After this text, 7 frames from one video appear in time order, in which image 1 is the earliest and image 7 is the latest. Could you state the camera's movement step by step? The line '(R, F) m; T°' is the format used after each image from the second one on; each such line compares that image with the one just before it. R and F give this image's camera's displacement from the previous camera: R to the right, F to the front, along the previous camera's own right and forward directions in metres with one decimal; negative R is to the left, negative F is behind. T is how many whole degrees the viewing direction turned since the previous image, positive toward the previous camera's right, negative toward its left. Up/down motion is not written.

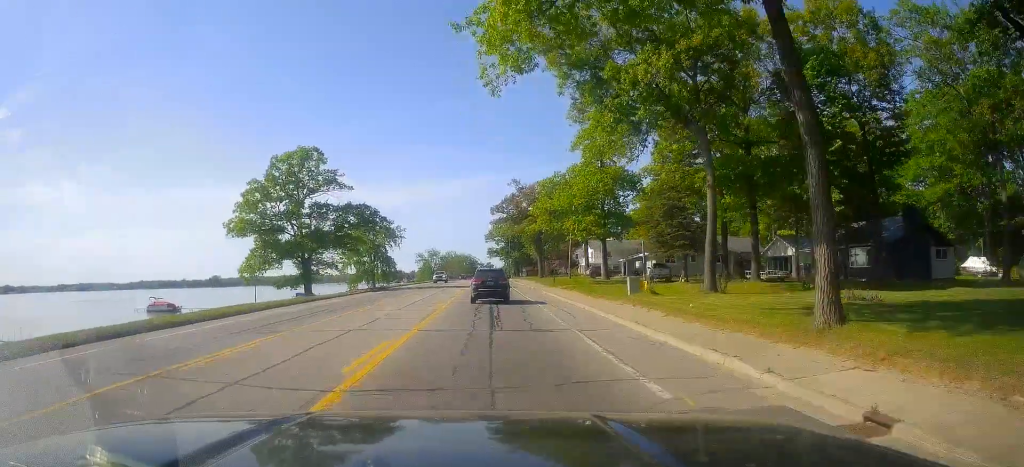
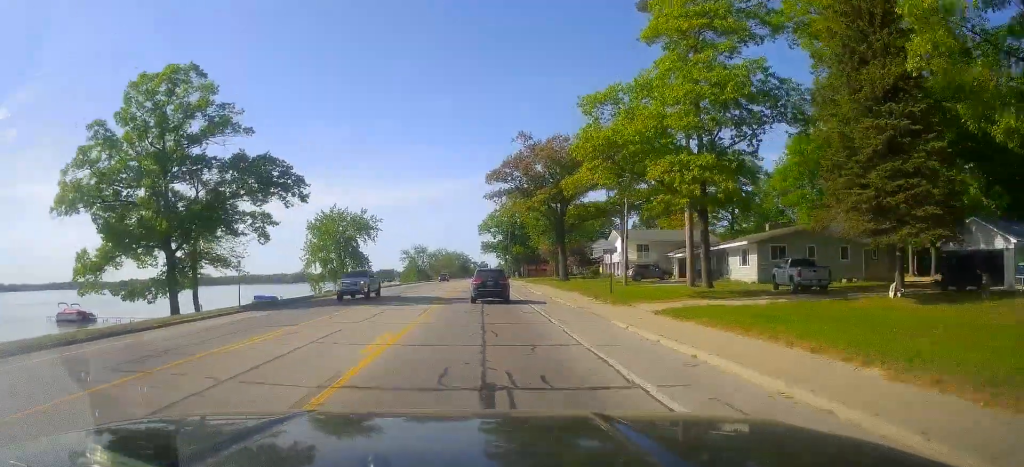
(+0.3, +28.6) m; +2°
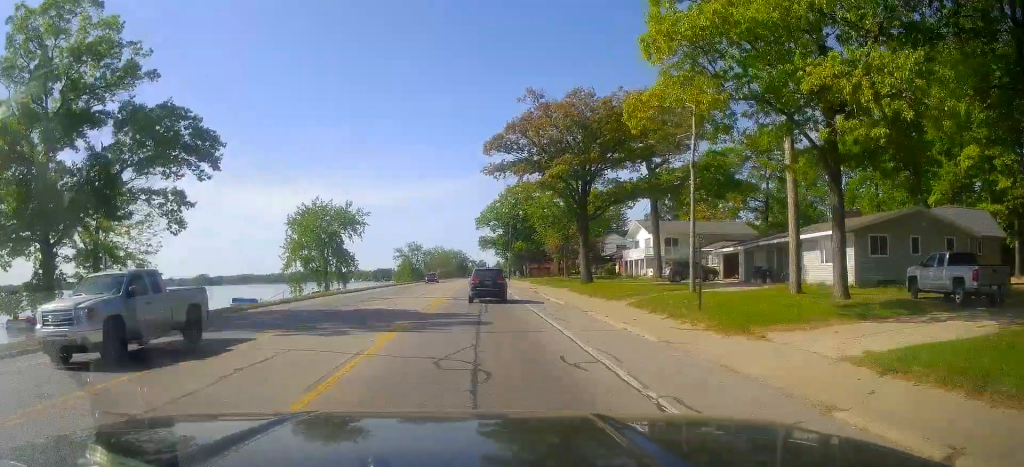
(+0.3, +12.5) m; 0°
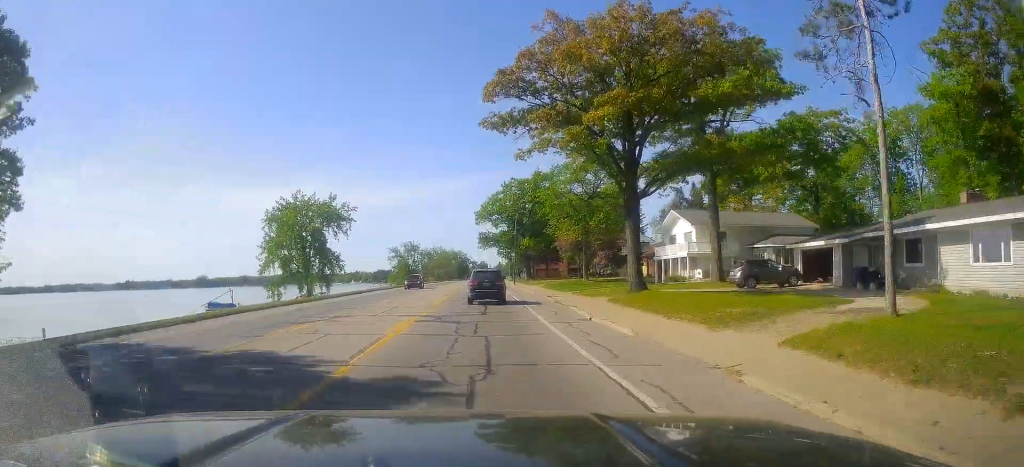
(-0.4, +13.2) m; -2°
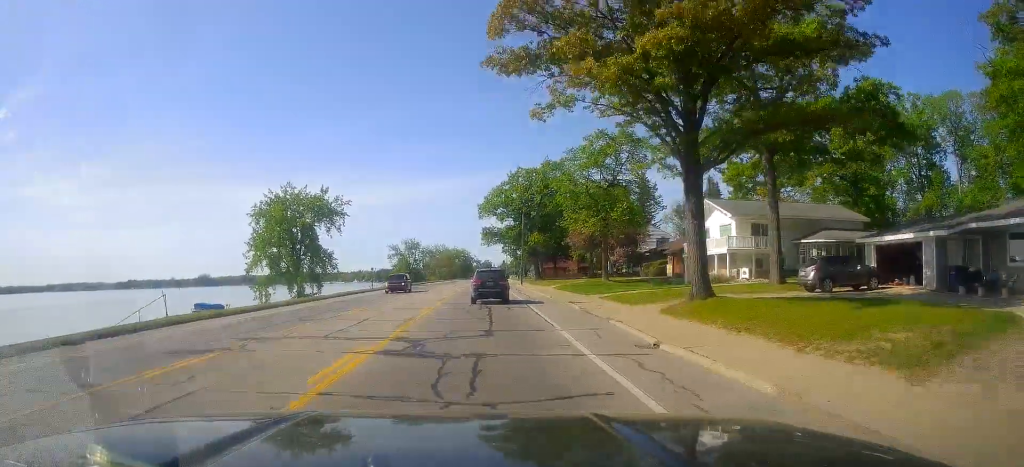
(0.0, +7.8) m; 0°
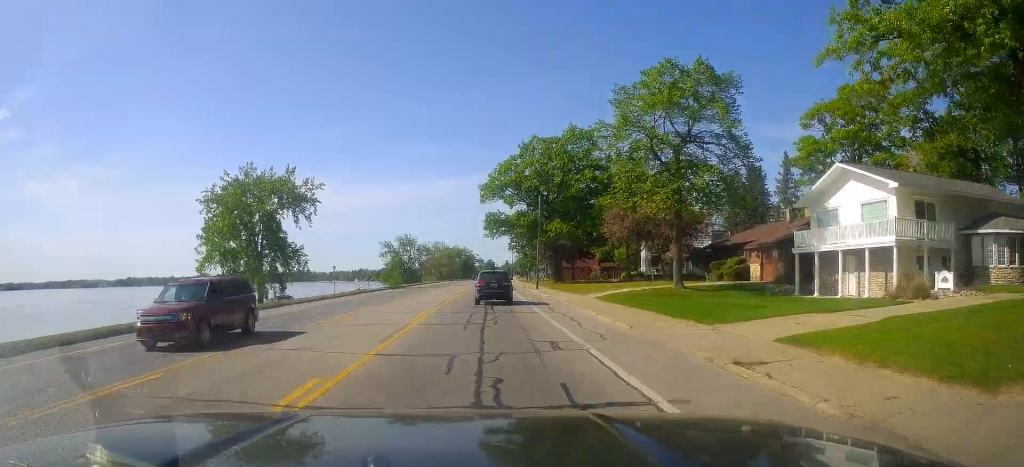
(-0.1, +19.0) m; -1°
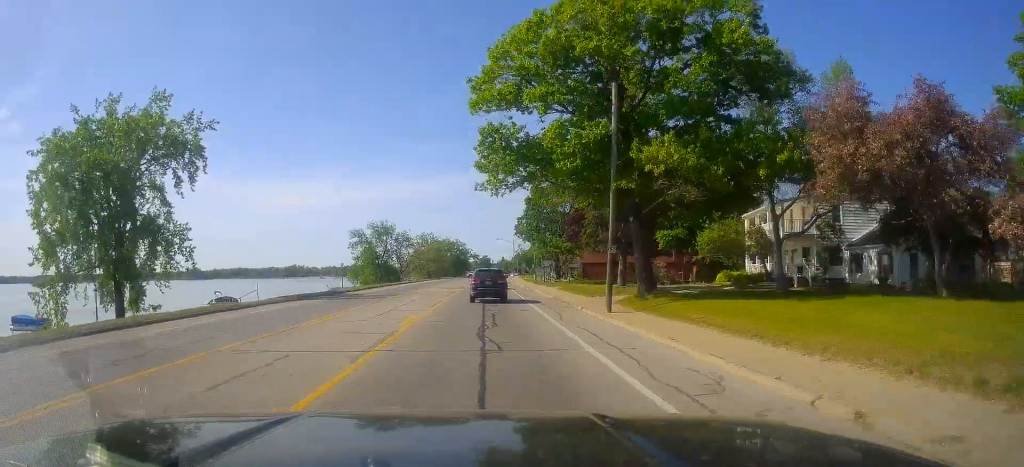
(+0.2, +33.6) m; +1°
